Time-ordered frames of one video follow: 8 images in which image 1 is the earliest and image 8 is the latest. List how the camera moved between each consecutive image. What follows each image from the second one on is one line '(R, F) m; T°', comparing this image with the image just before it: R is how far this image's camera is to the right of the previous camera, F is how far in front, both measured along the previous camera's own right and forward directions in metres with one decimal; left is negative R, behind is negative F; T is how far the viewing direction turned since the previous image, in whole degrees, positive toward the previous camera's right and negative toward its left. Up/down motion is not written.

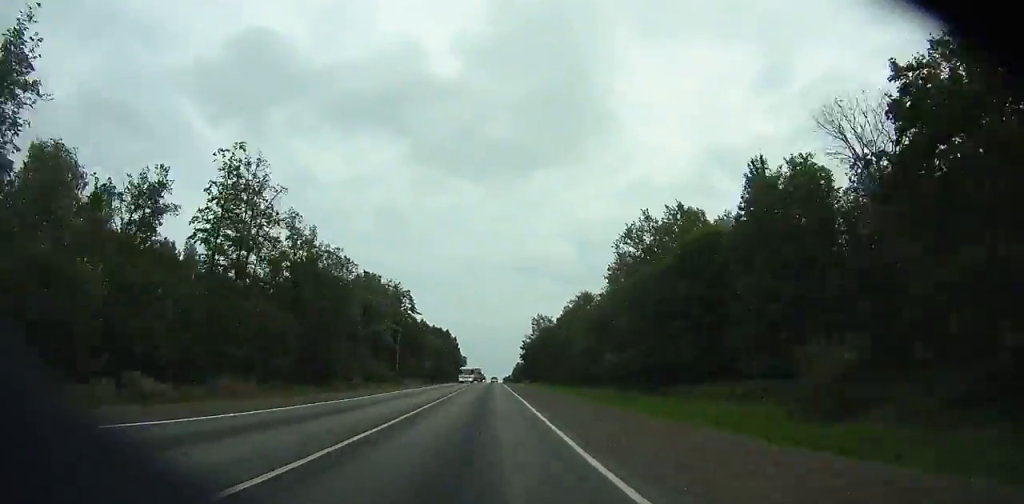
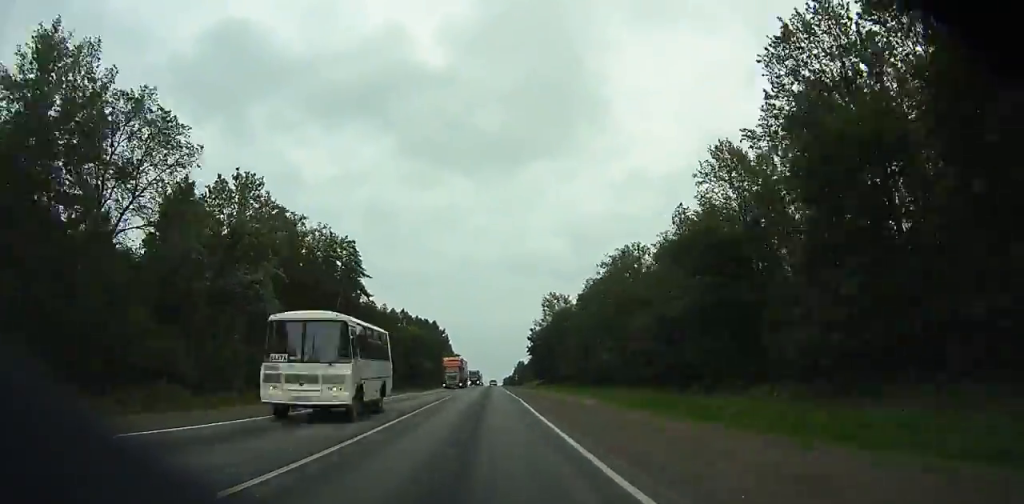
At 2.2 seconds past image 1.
(+0.1, +47.2) m; 0°
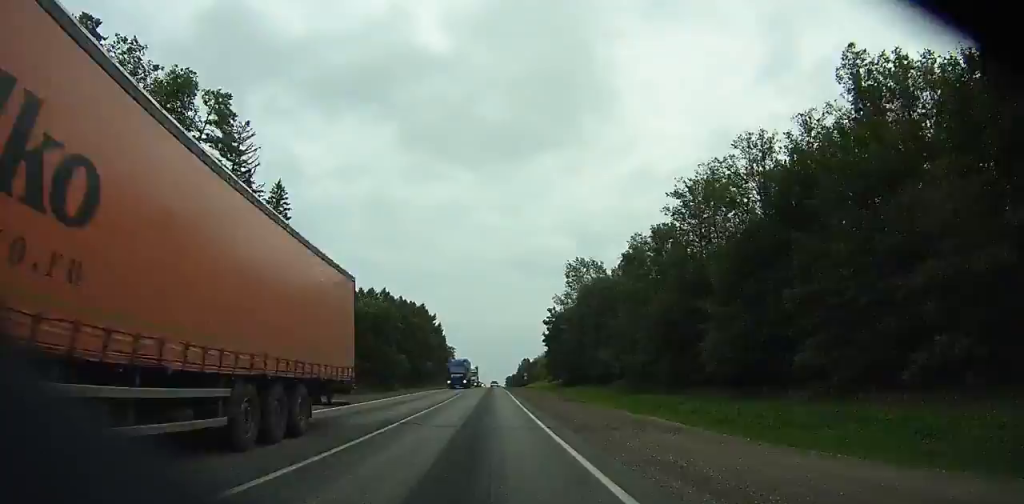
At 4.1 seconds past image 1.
(0.0, +40.5) m; 0°
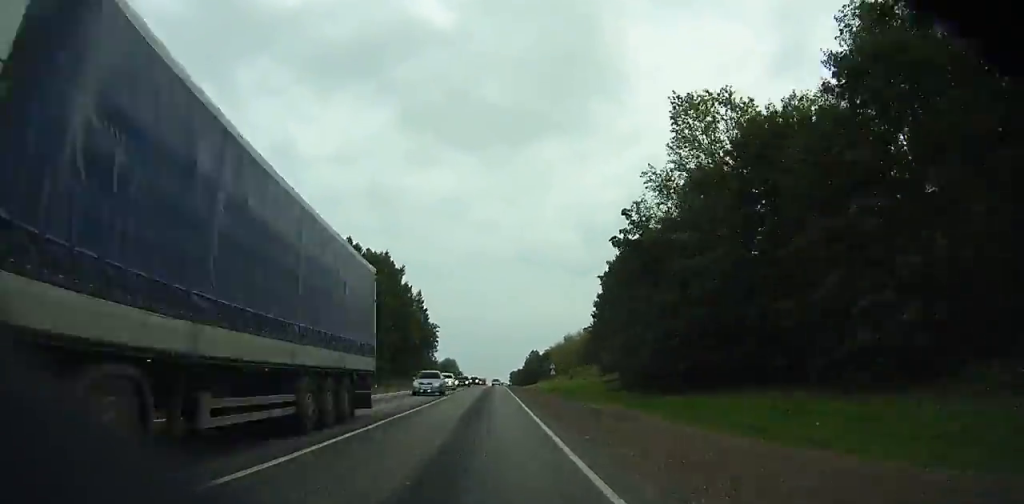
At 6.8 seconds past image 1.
(-0.4, +57.1) m; 0°
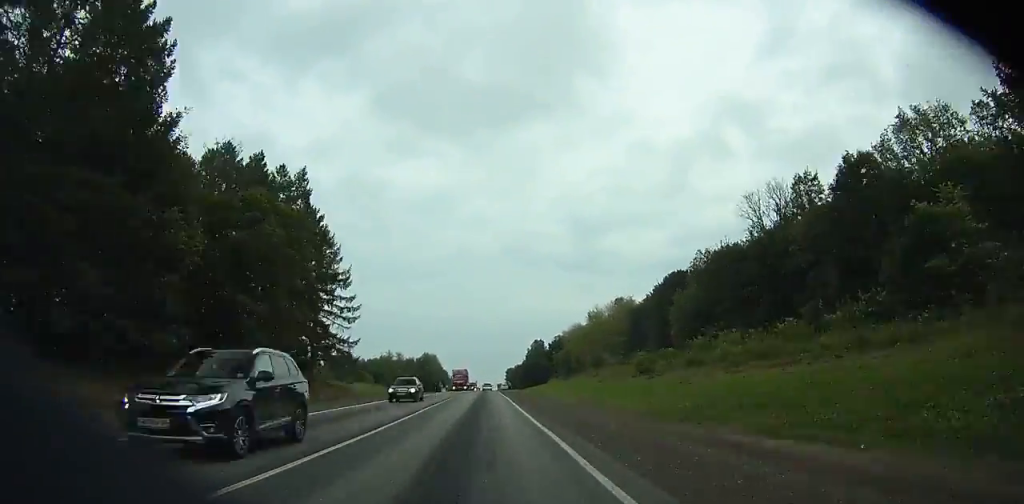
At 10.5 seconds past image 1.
(-0.2, +77.5) m; 0°
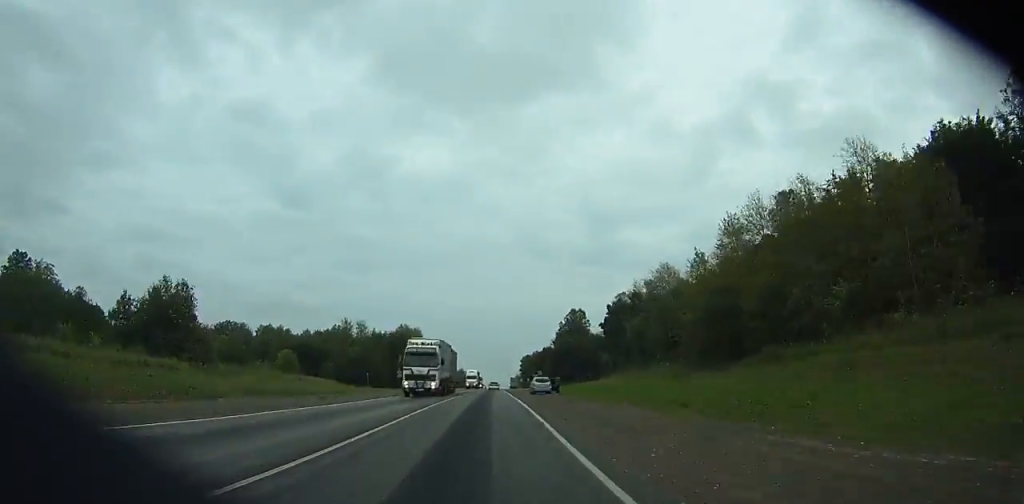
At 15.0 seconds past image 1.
(0.0, +93.6) m; 0°
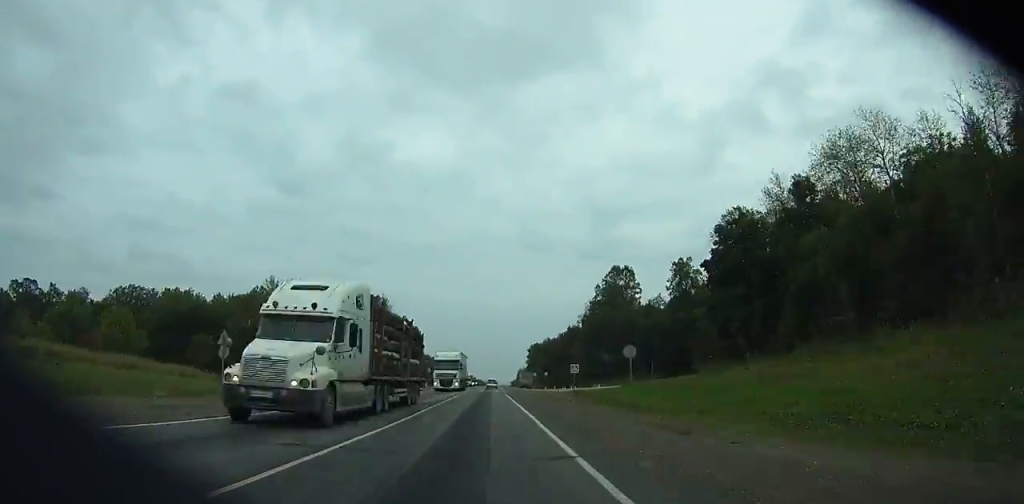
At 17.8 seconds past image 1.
(-0.2, +59.0) m; 0°
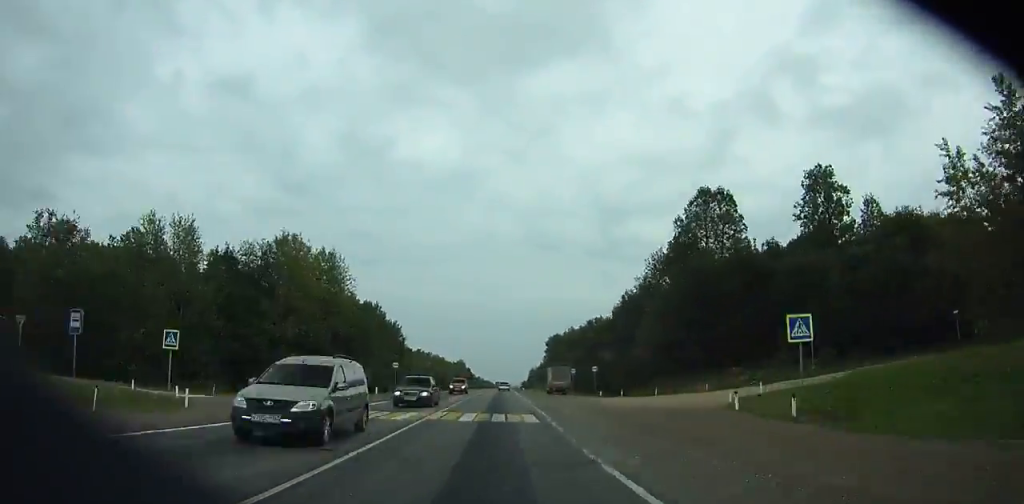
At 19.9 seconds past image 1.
(0.0, +44.8) m; 0°
